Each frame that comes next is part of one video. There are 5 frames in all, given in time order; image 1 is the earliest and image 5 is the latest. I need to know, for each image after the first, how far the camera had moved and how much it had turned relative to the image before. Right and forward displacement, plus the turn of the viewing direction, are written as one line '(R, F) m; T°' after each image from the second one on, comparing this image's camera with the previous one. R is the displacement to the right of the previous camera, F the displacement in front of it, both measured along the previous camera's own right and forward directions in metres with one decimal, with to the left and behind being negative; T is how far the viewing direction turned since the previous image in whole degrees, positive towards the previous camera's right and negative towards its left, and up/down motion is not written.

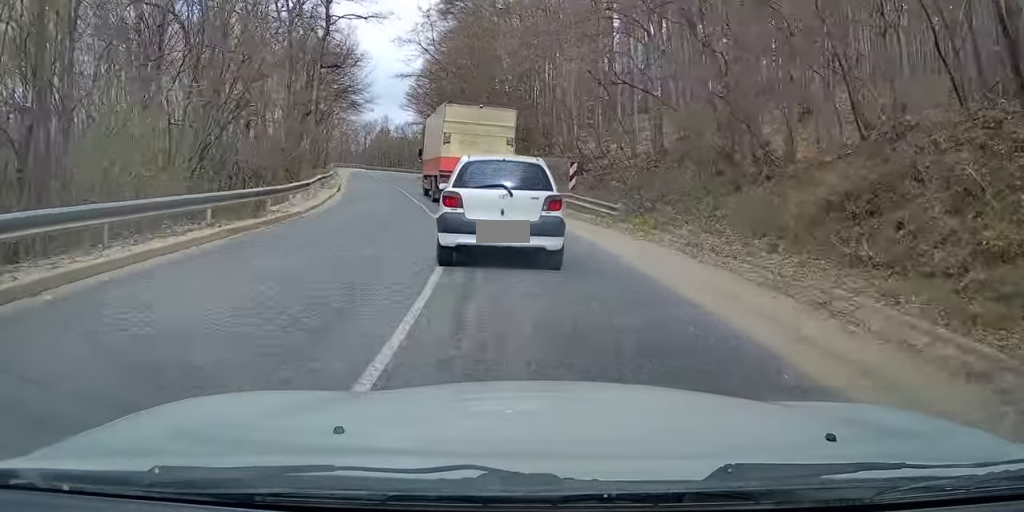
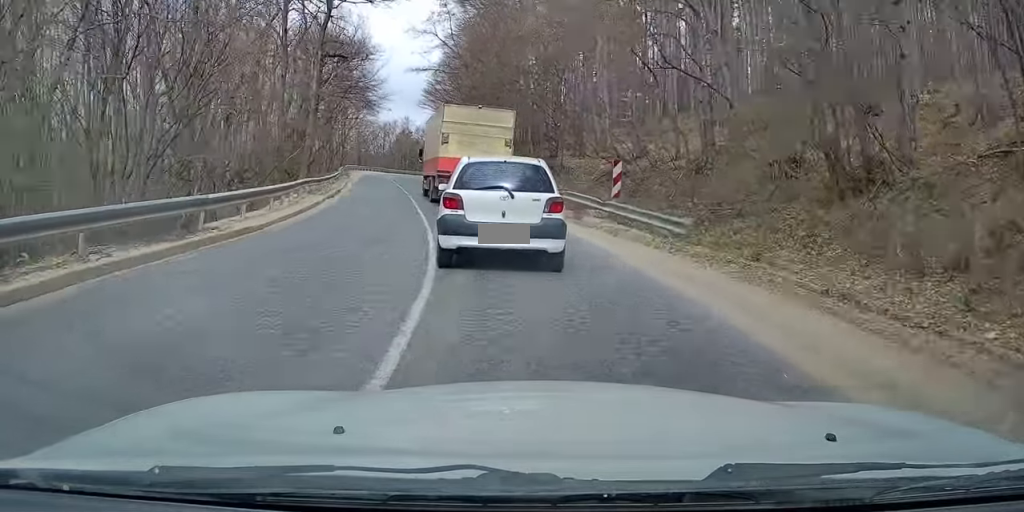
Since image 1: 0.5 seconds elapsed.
(-0.3, +4.8) m; -2°
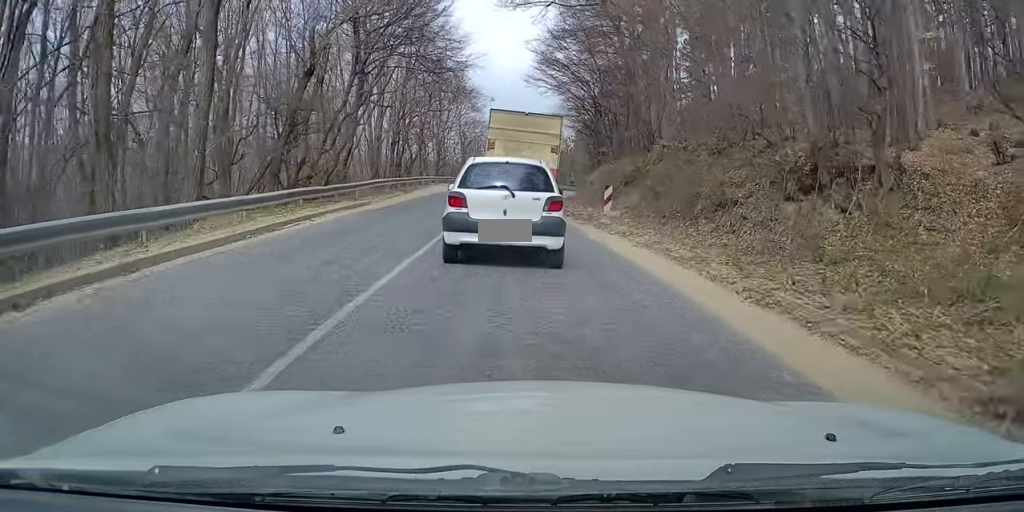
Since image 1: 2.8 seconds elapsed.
(-1.9, +23.4) m; -8°
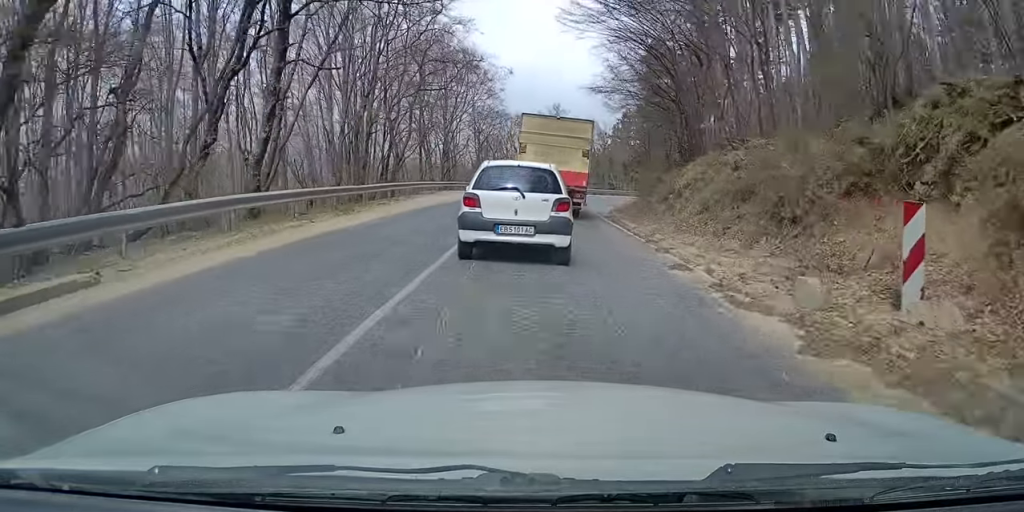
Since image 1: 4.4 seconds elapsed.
(-0.6, +16.8) m; -3°
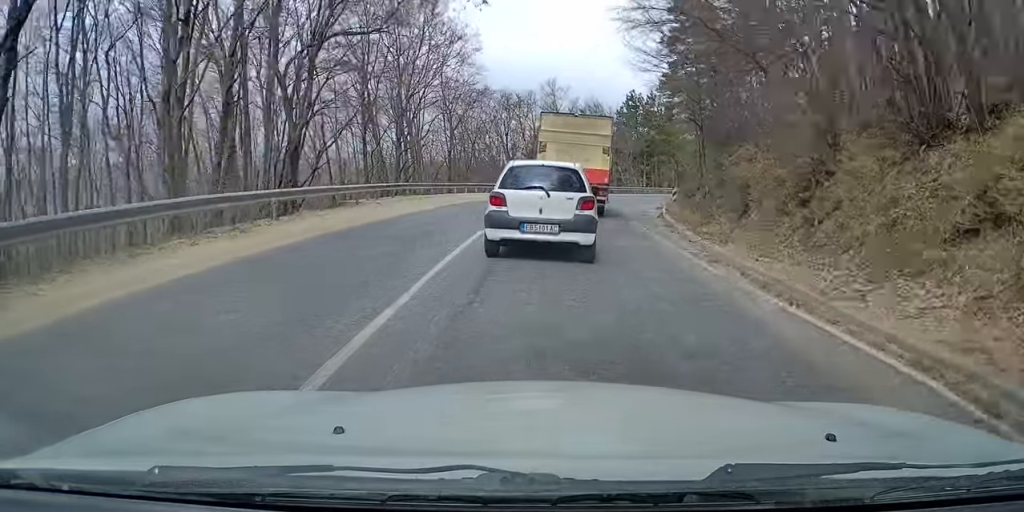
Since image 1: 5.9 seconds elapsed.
(+0.1, +16.8) m; +5°
